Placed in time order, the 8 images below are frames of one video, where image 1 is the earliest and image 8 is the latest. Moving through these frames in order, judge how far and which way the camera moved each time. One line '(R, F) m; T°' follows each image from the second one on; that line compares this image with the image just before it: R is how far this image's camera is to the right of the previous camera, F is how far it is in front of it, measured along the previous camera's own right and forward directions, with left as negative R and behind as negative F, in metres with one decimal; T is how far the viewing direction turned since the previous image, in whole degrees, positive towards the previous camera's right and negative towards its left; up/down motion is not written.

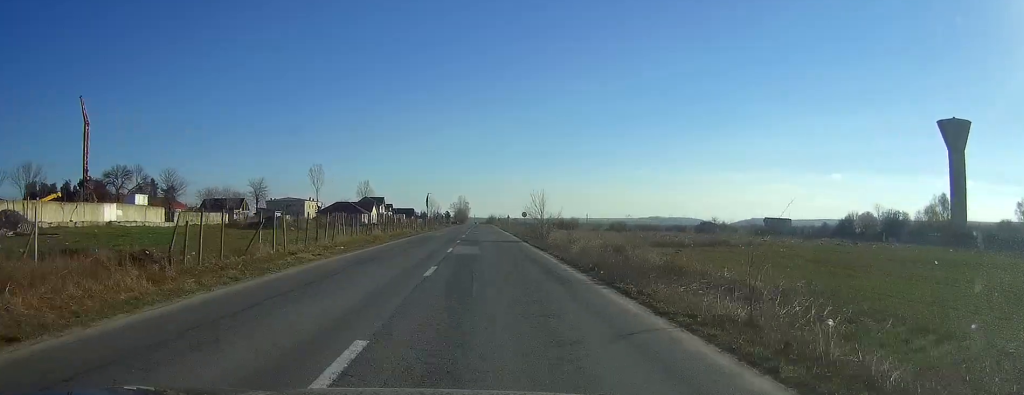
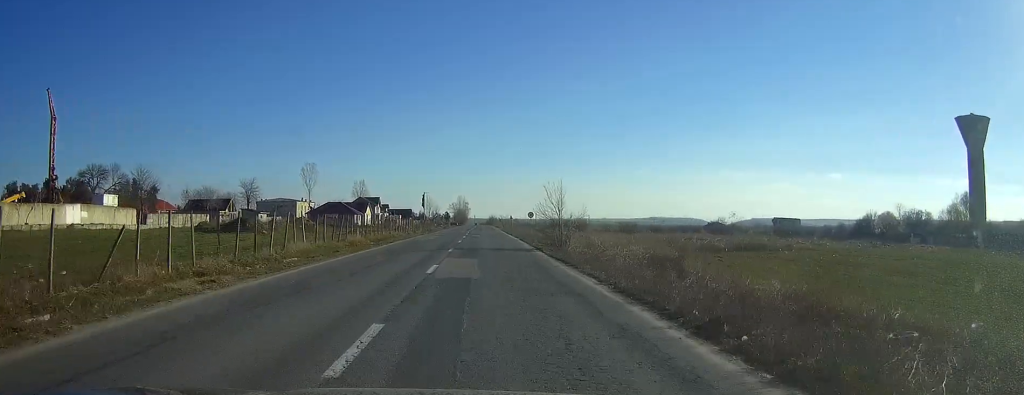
(0.0, +10.7) m; 0°
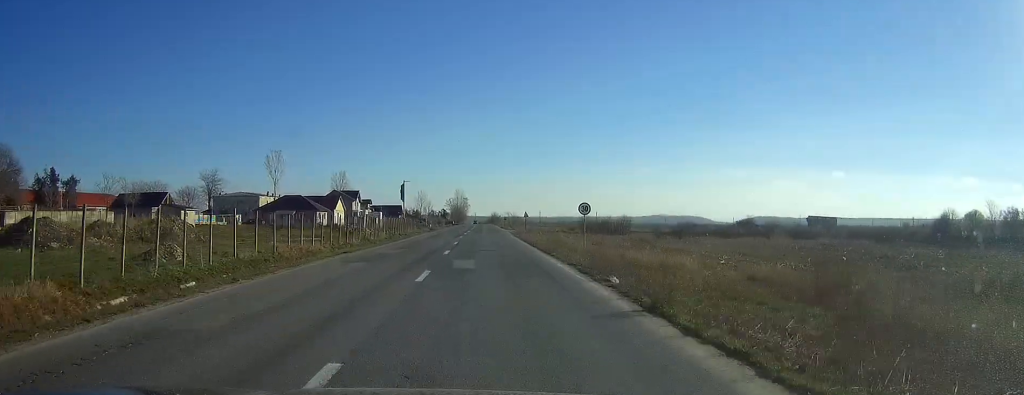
(-0.1, +38.4) m; 0°
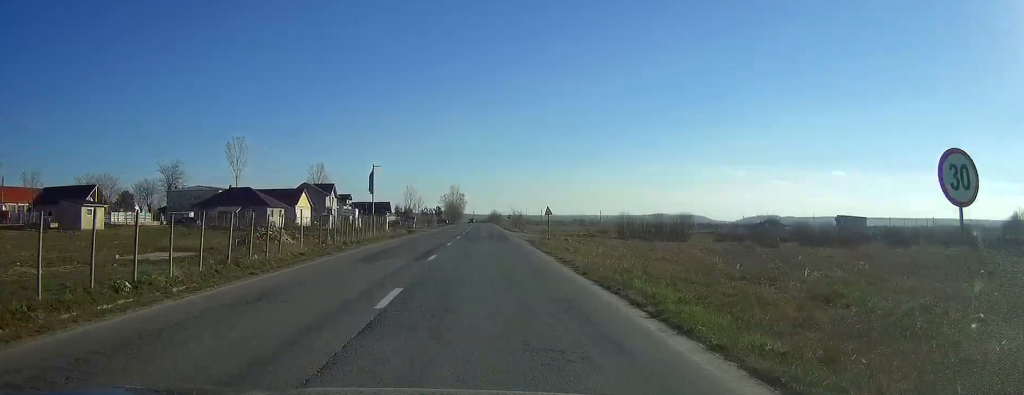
(+0.1, +28.6) m; 0°
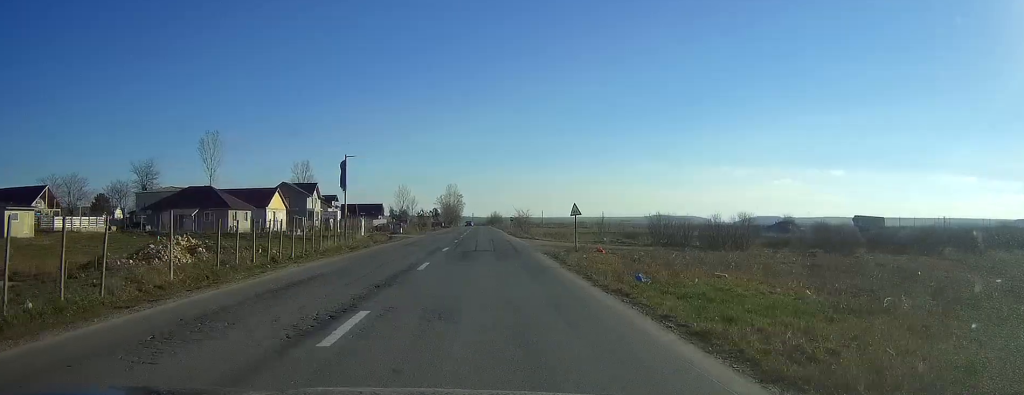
(0.0, +15.2) m; 0°
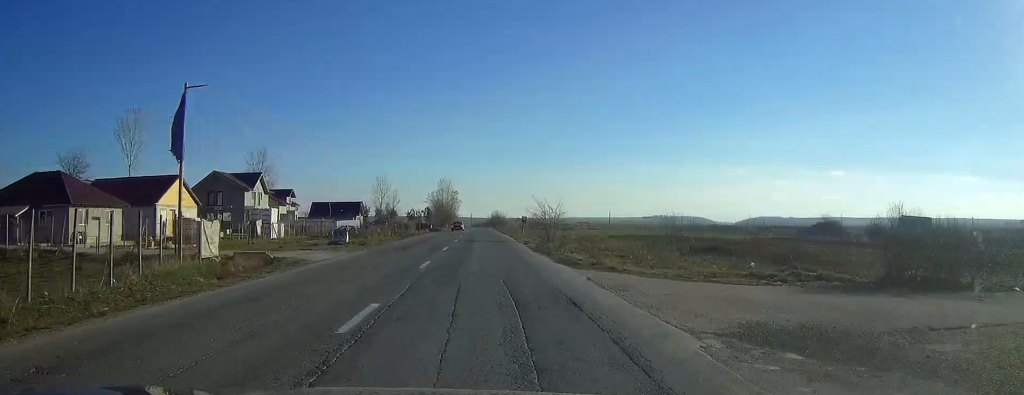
(0.0, +34.8) m; 0°
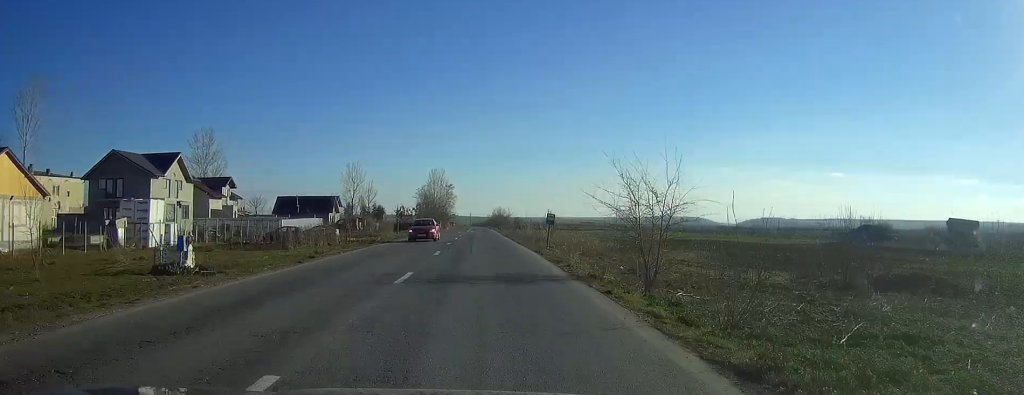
(0.0, +29.5) m; 0°
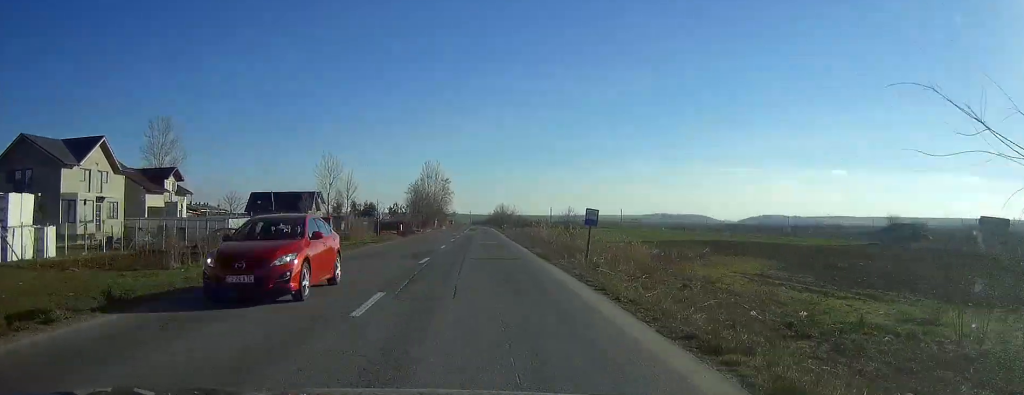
(0.0, +17.0) m; 0°
